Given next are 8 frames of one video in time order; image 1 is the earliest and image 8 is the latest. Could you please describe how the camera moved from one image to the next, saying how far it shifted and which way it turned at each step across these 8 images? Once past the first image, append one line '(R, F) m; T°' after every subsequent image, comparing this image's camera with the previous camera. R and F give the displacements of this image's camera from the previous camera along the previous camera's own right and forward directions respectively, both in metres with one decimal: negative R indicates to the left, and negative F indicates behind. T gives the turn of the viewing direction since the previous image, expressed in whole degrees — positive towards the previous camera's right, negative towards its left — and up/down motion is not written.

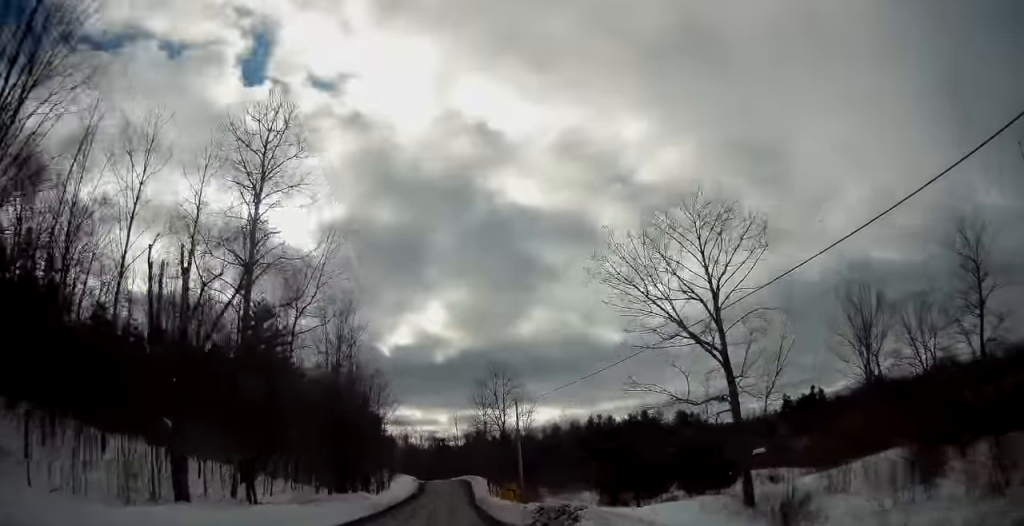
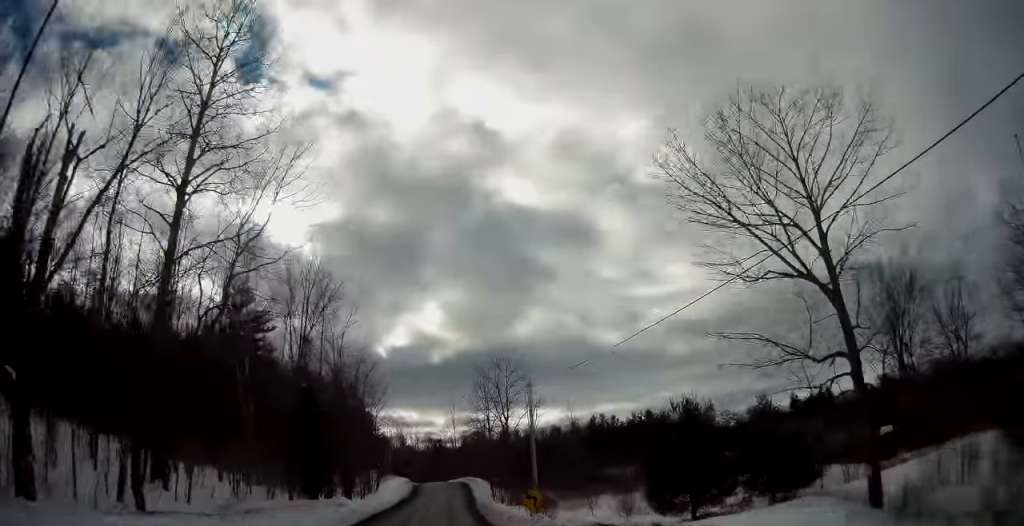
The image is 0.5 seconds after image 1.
(-0.2, +8.6) m; 0°
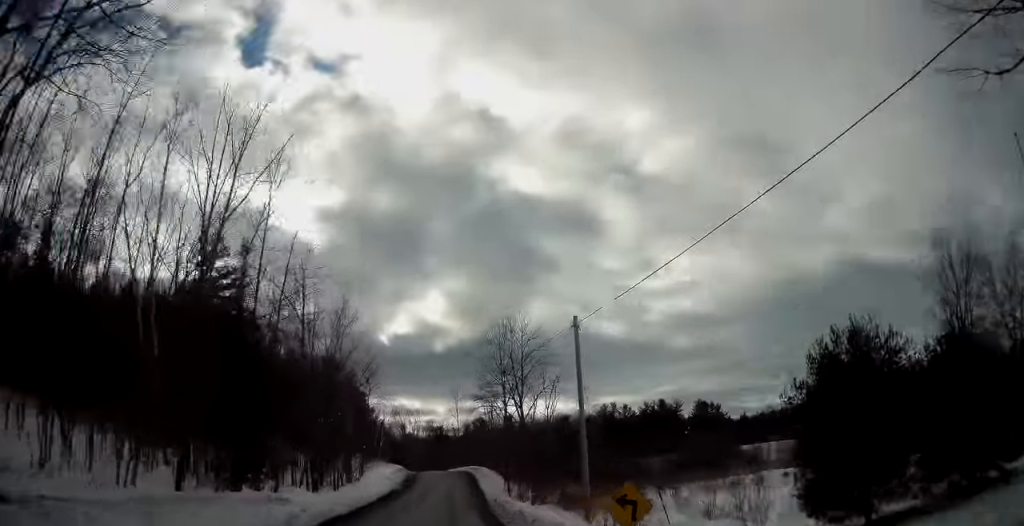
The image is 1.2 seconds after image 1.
(+0.3, +12.4) m; +1°
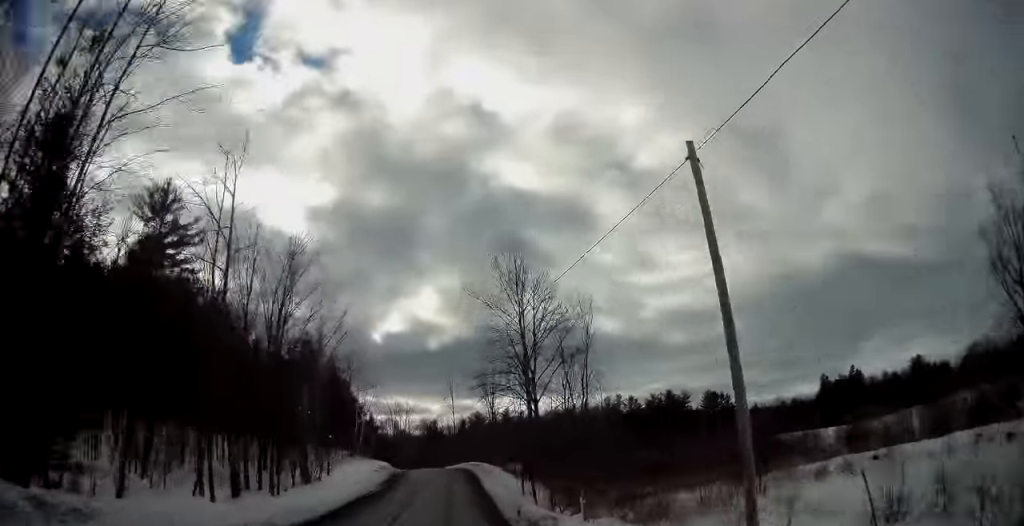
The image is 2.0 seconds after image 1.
(+0.1, +12.8) m; +1°
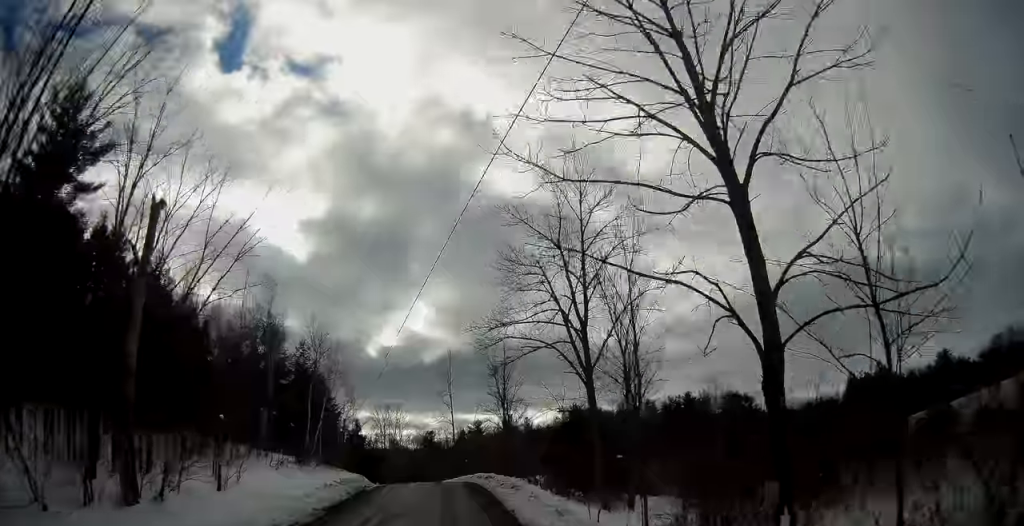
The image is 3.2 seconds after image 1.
(+0.3, +19.1) m; +1°
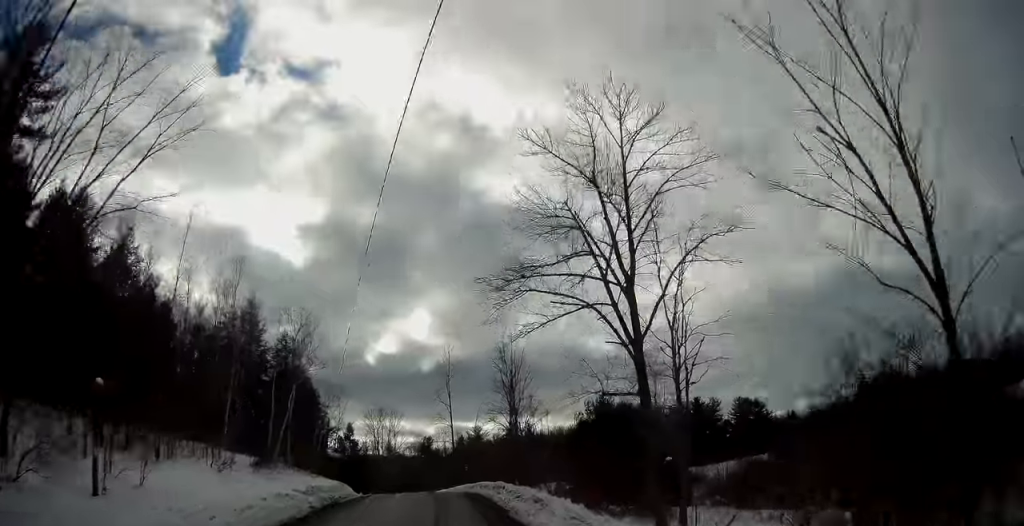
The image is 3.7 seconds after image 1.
(+0.2, +8.1) m; 0°
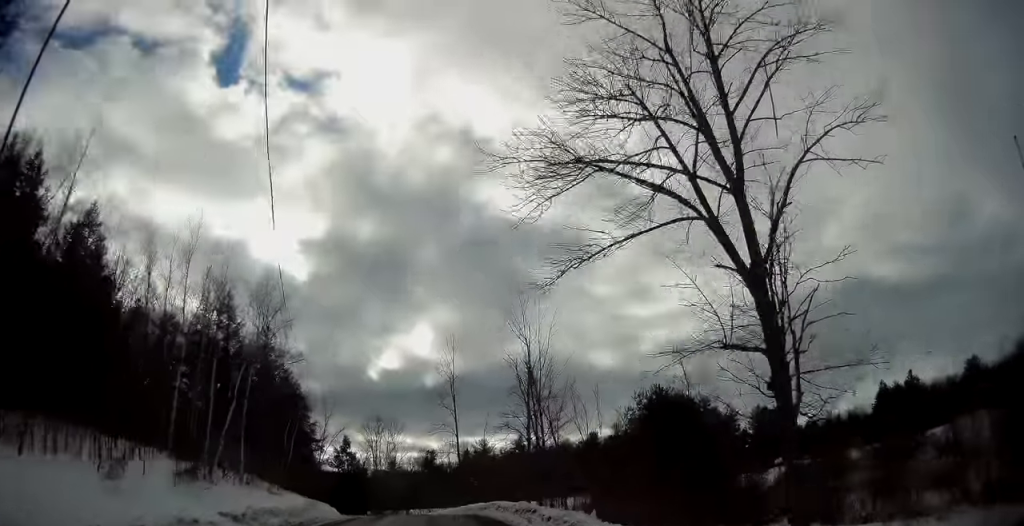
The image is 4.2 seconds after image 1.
(-0.3, +9.1) m; -1°
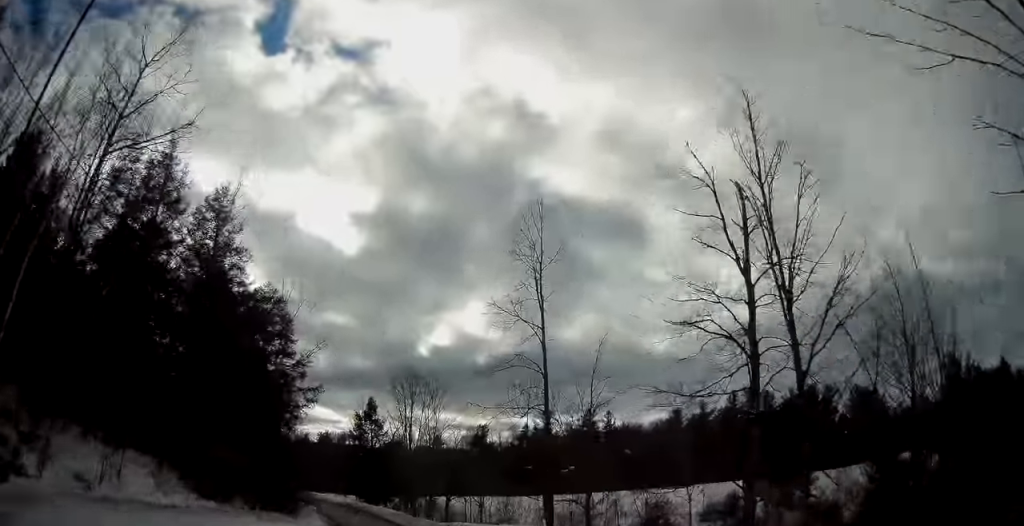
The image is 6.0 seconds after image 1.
(-0.9, +27.6) m; -4°
